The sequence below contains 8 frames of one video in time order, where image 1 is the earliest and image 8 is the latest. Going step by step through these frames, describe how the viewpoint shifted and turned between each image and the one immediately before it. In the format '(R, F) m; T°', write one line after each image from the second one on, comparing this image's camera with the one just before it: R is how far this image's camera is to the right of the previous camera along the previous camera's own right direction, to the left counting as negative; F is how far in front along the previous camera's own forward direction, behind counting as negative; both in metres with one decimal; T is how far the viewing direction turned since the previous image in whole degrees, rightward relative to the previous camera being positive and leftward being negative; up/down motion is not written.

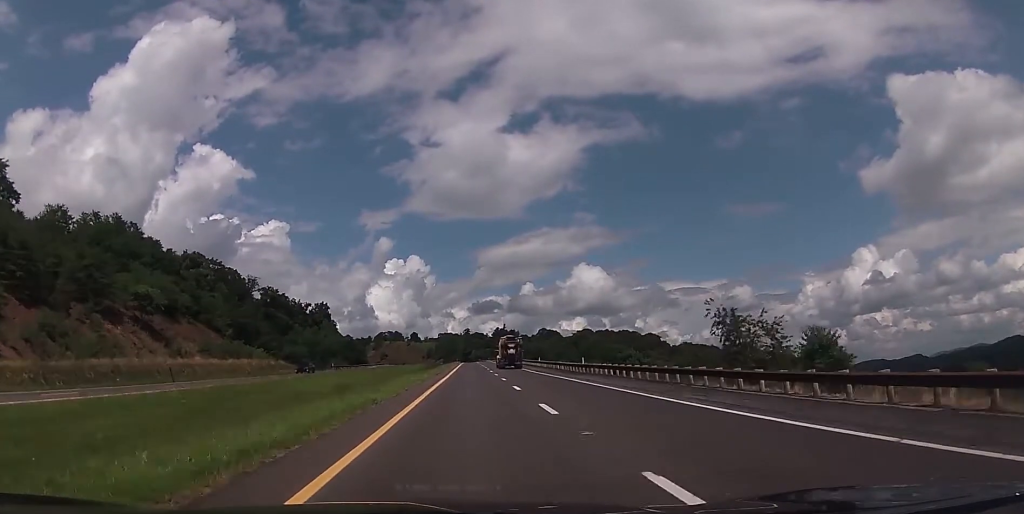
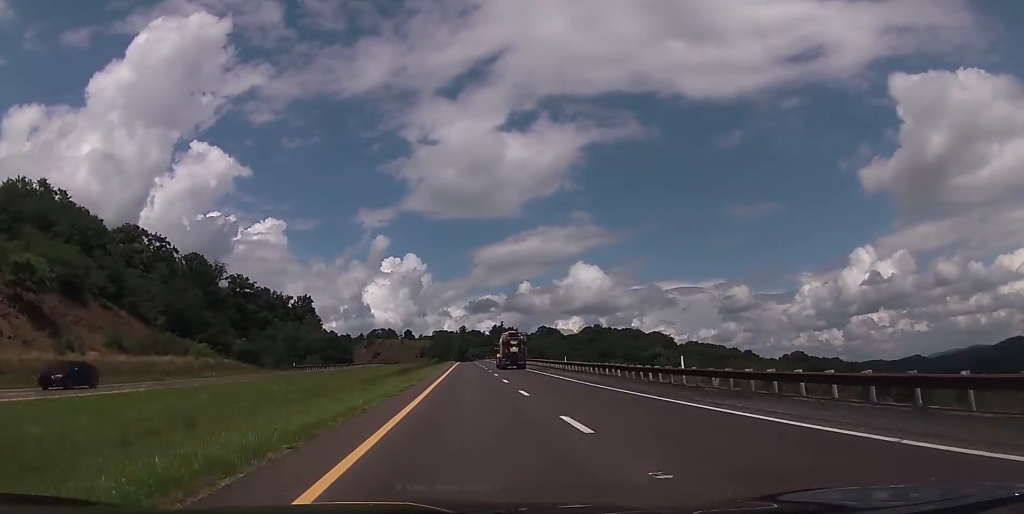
(-0.1, +27.8) m; 0°
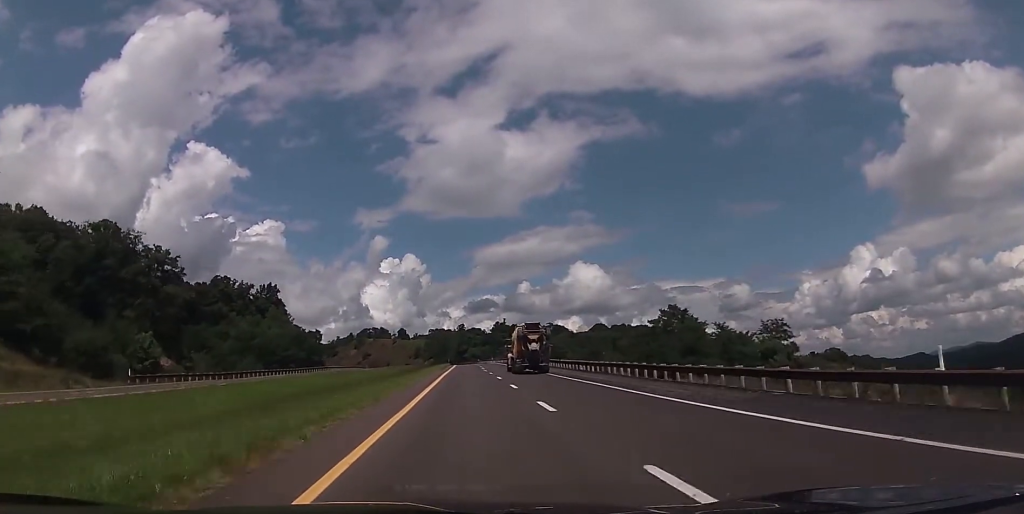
(+0.8, +54.6) m; +1°
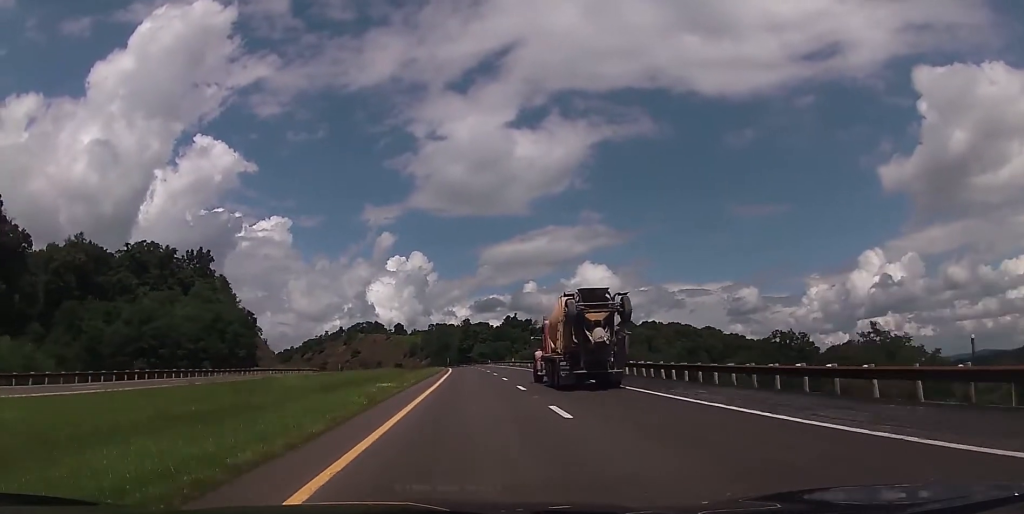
(-0.9, +73.4) m; -1°
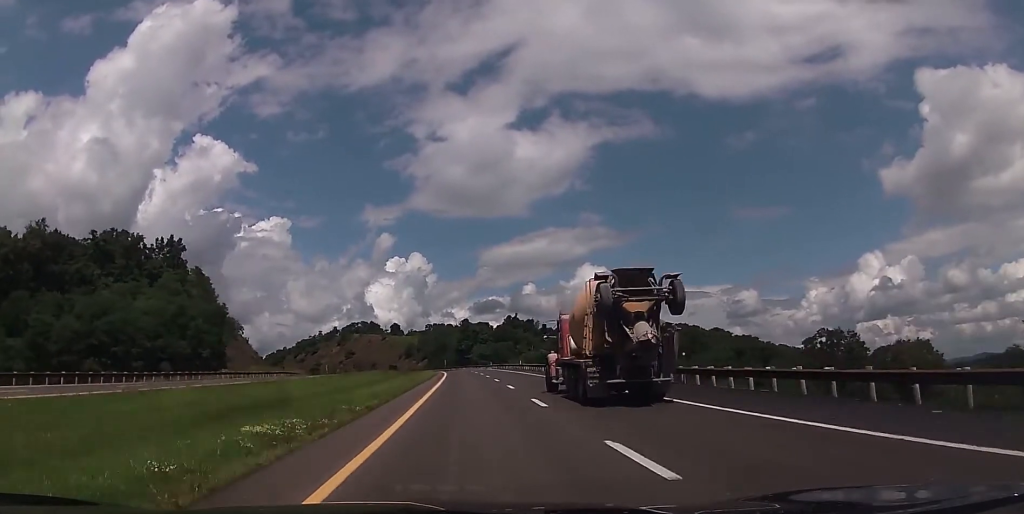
(0.0, +18.9) m; 0°
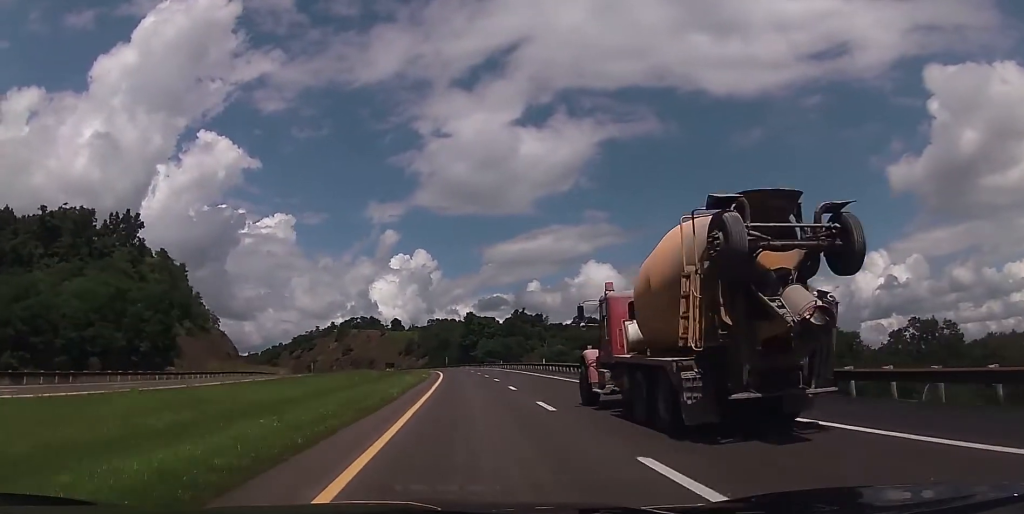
(0.0, +25.6) m; 0°
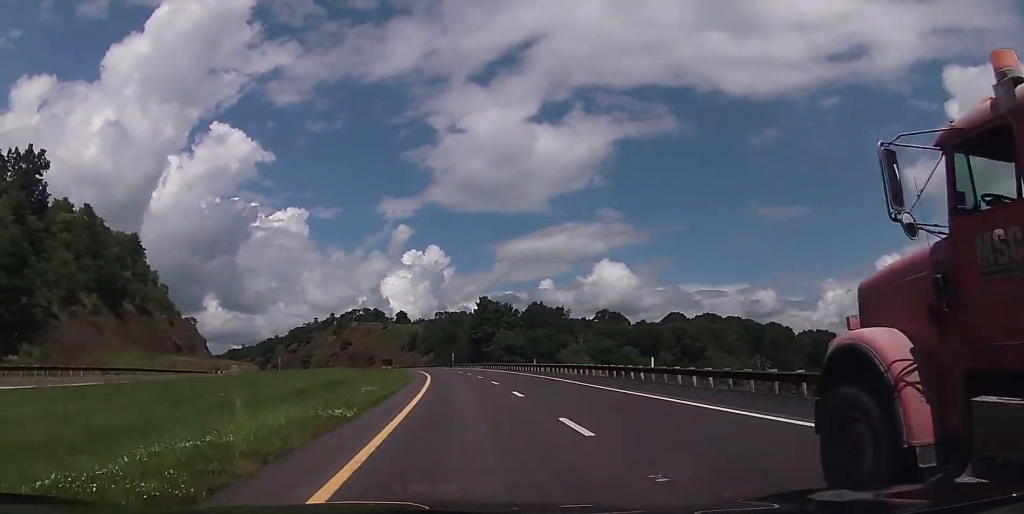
(-0.4, +41.1) m; -1°
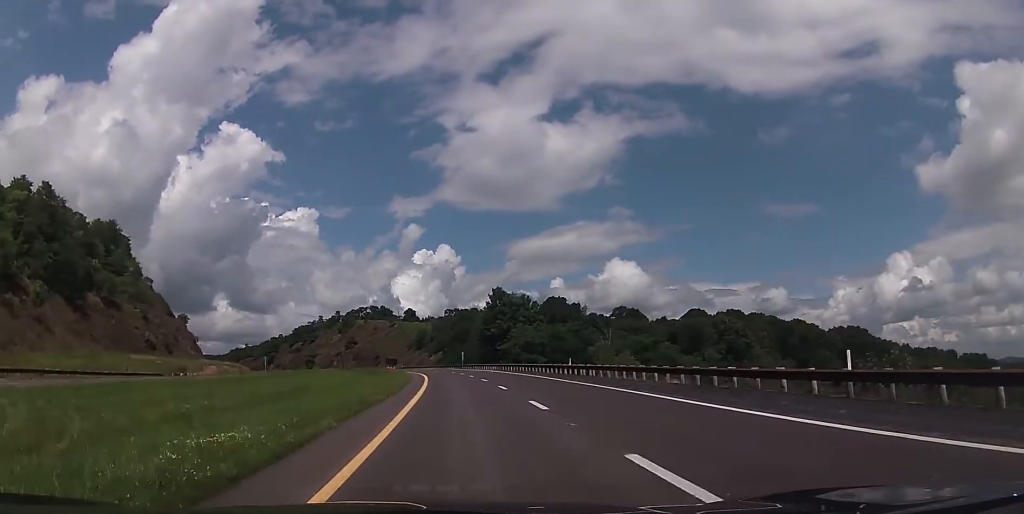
(-0.1, +17.8) m; -1°
